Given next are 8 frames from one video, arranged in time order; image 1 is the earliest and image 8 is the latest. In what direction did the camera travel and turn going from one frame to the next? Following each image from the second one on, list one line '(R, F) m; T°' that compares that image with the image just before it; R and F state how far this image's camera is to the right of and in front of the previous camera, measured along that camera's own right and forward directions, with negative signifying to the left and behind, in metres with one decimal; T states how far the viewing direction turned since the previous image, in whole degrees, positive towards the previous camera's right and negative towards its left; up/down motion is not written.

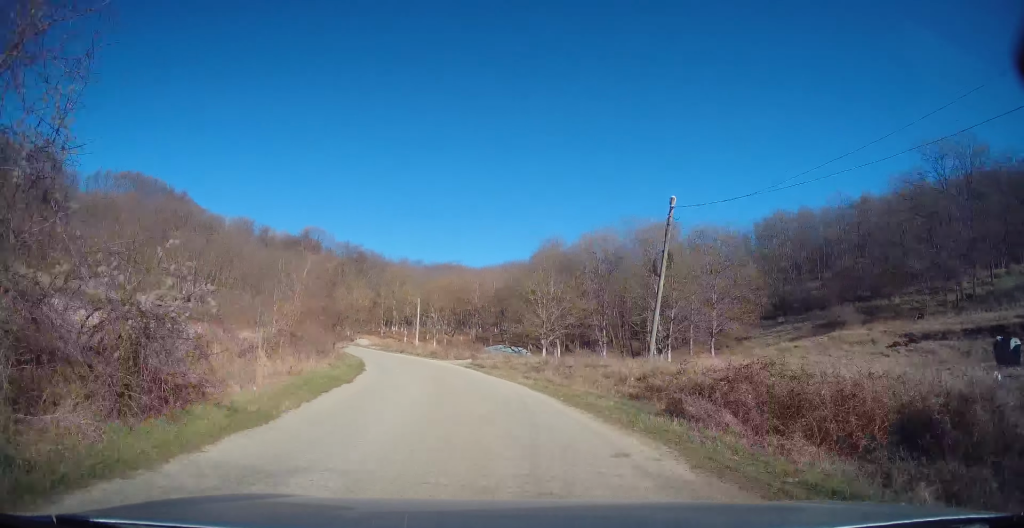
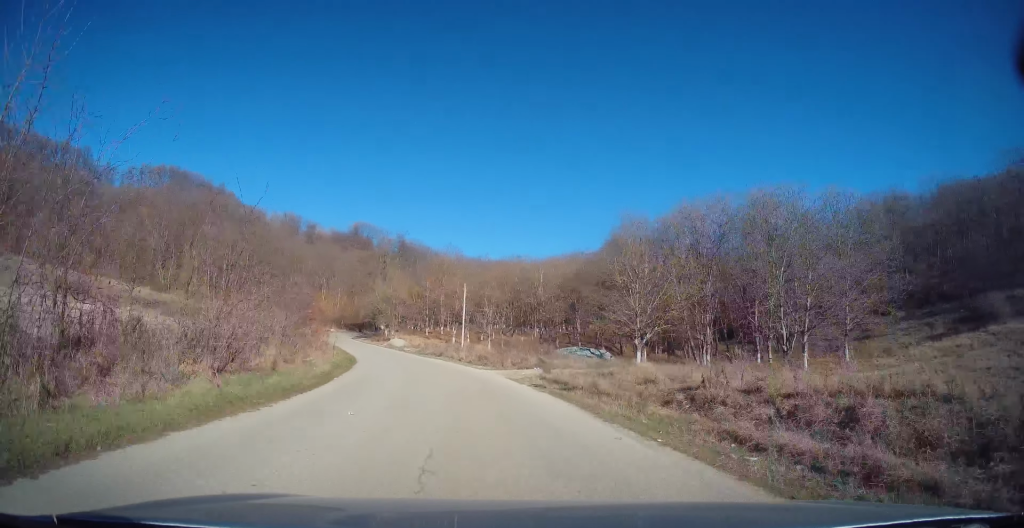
(-0.5, +15.6) m; -6°
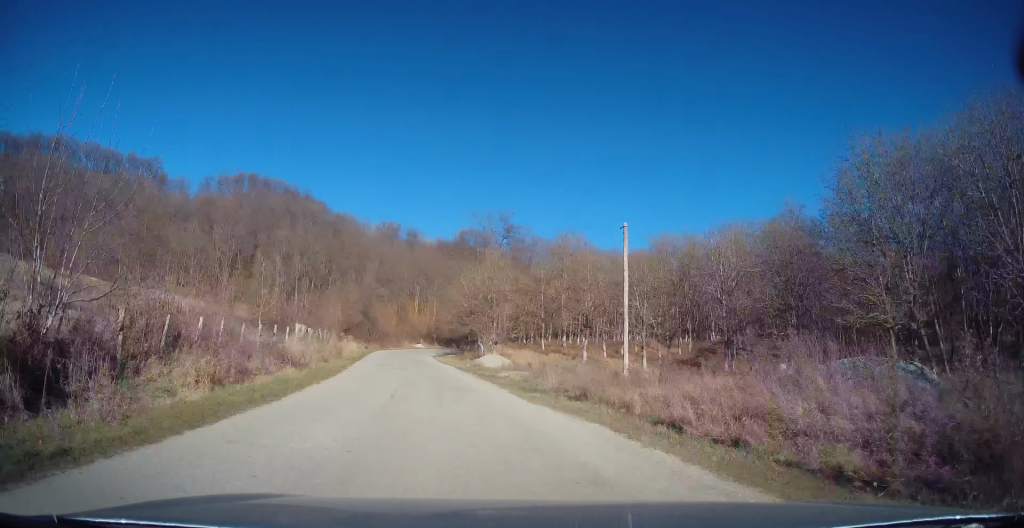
(-3.0, +25.3) m; -12°
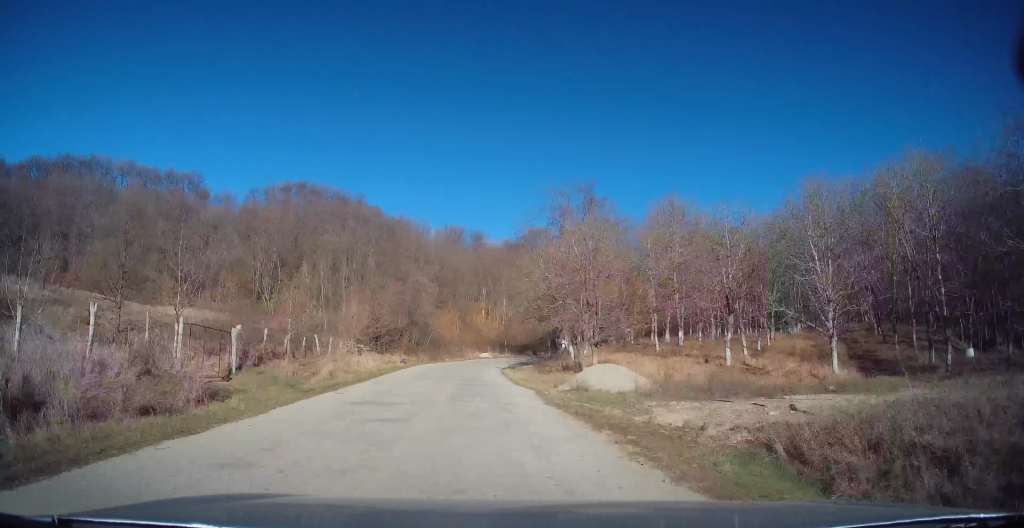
(-0.9, +16.4) m; -7°
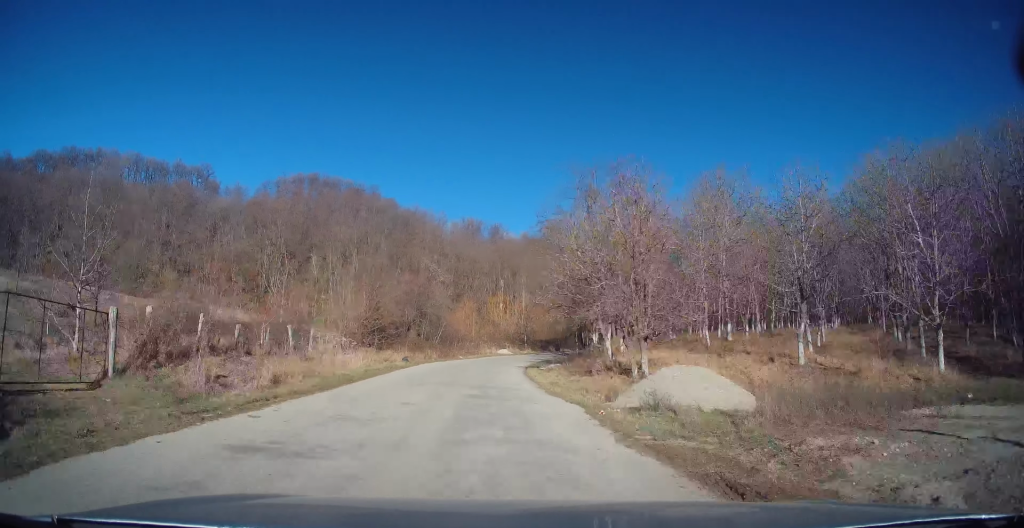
(-0.4, +6.1) m; -2°
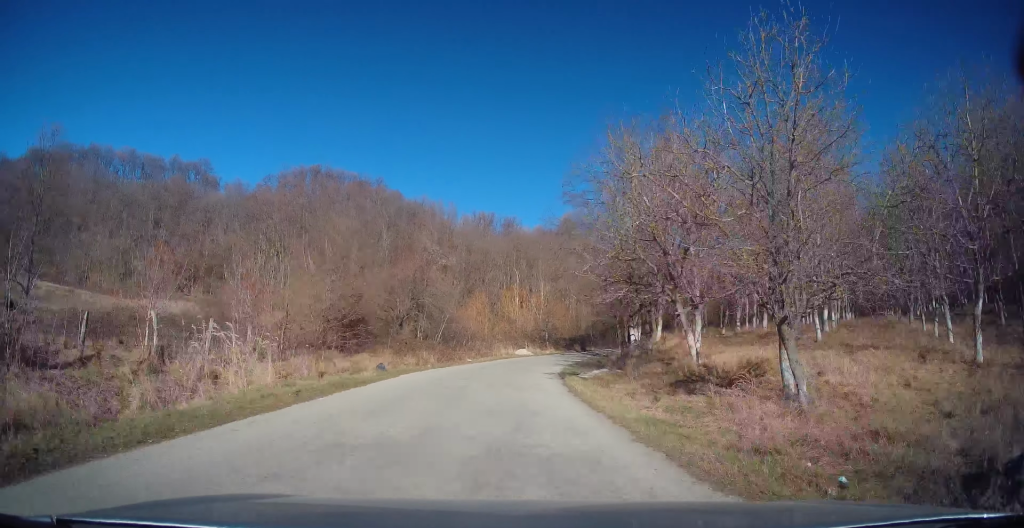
(-0.2, +10.3) m; -1°
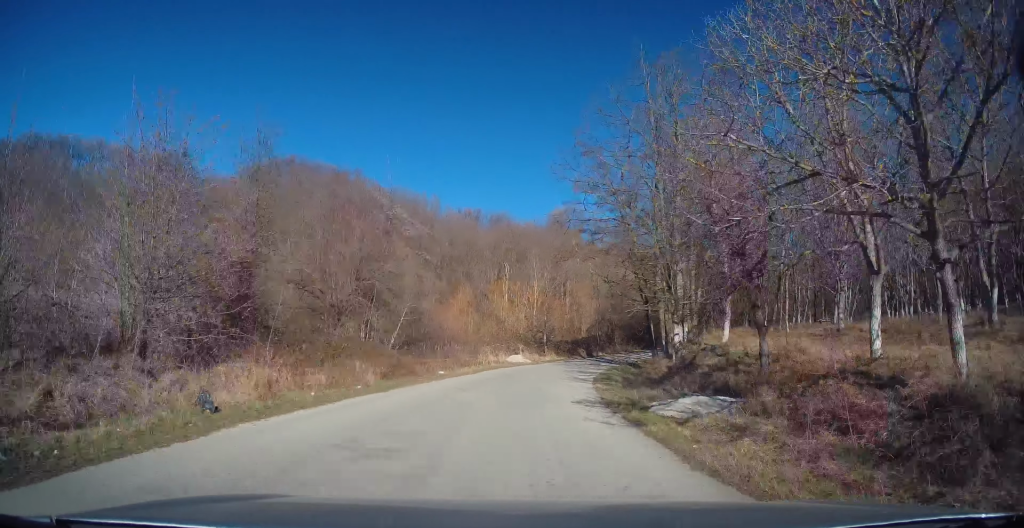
(0.0, +12.5) m; +1°
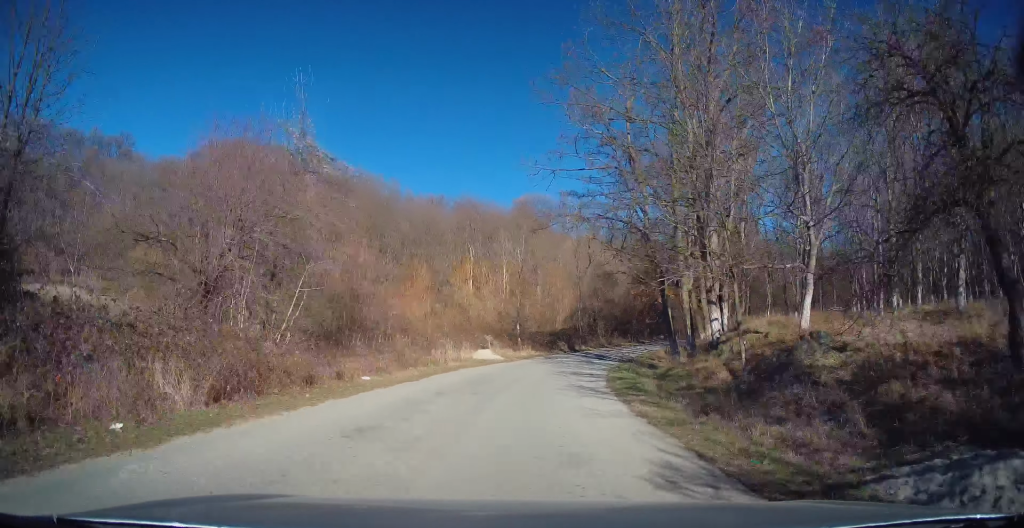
(-0.1, +9.2) m; +1°
